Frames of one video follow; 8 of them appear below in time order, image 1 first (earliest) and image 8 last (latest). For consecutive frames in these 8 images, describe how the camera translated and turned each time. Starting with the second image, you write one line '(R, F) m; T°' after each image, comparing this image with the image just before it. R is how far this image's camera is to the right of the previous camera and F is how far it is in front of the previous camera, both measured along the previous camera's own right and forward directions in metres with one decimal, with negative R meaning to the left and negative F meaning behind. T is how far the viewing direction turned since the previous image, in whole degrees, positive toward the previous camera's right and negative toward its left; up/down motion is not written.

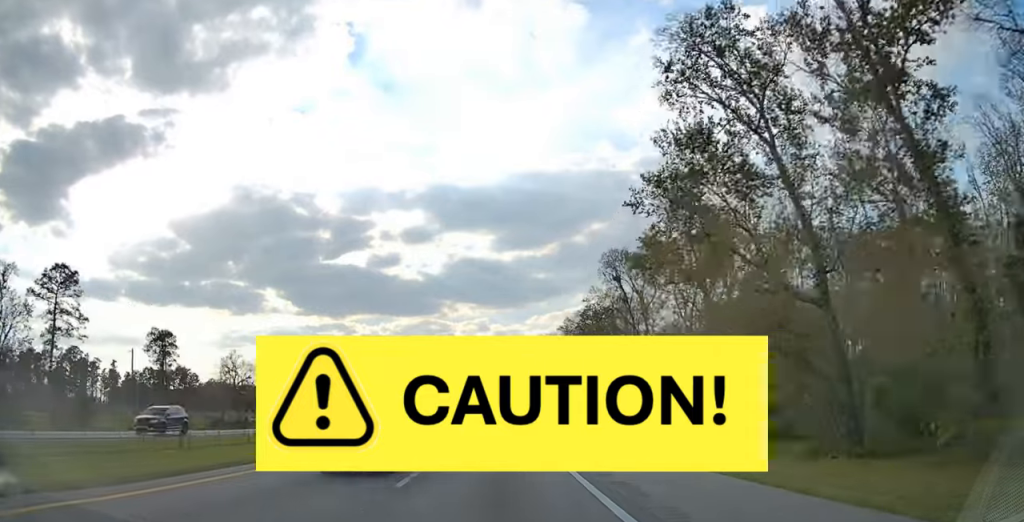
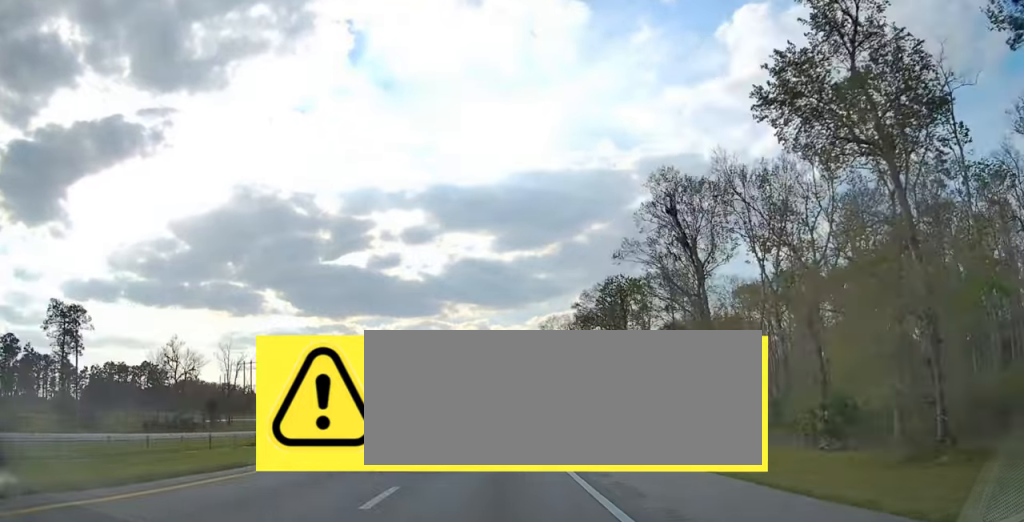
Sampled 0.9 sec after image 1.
(-0.2, +27.2) m; 0°
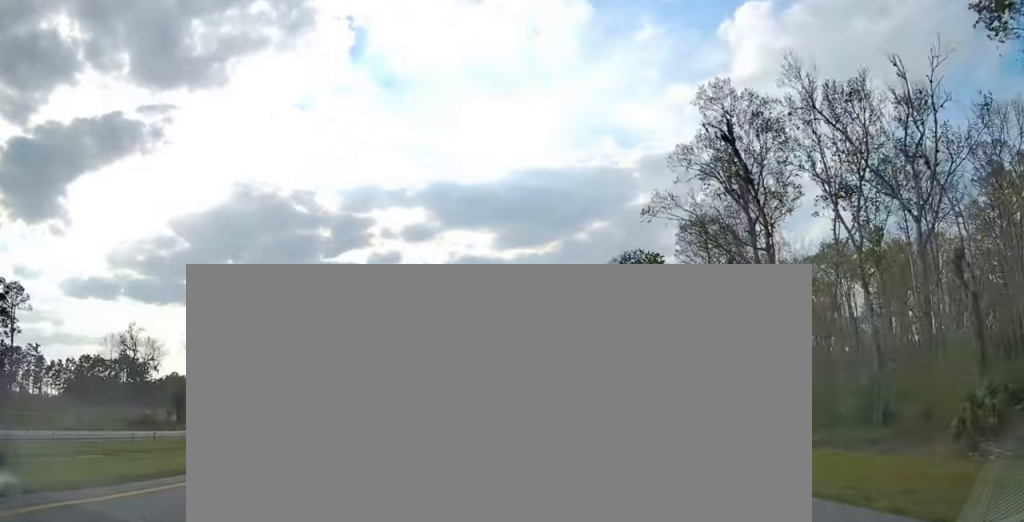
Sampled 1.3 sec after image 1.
(0.0, +14.6) m; 0°
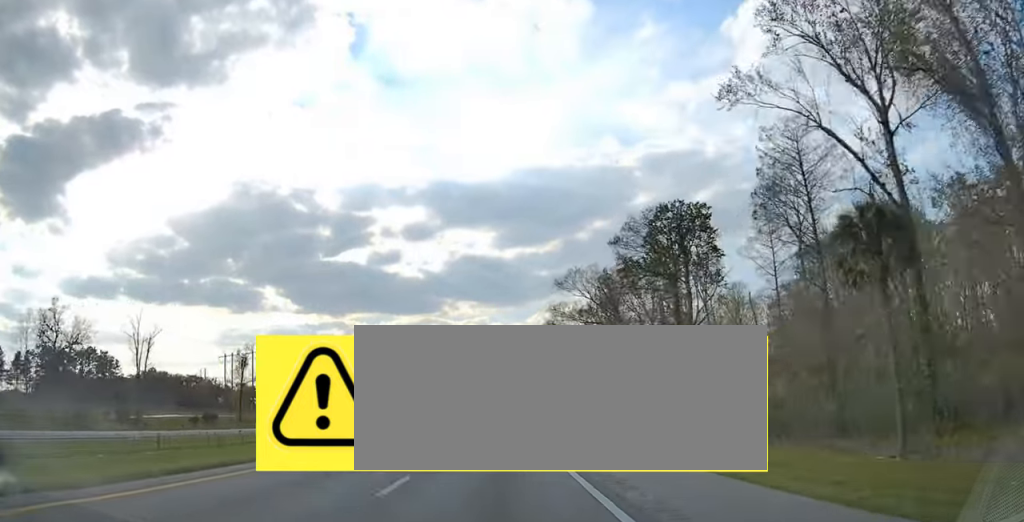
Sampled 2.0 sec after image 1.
(+0.1, +20.9) m; 0°
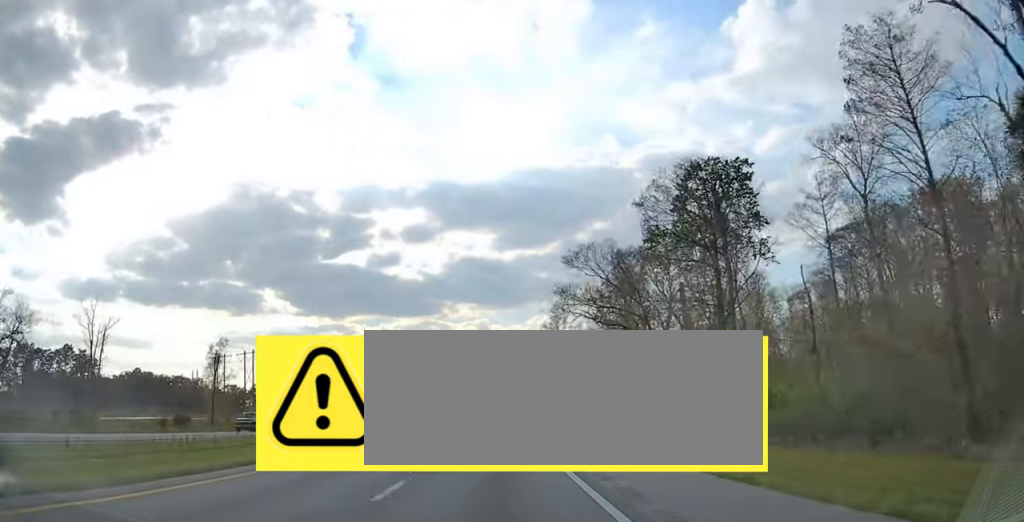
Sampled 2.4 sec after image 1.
(0.0, +12.5) m; 0°
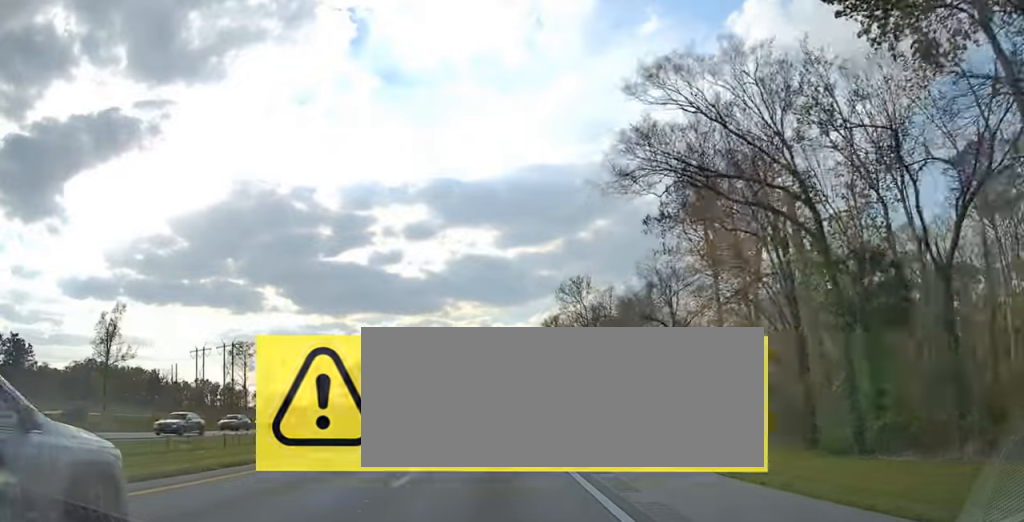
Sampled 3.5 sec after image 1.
(0.0, +35.4) m; 0°
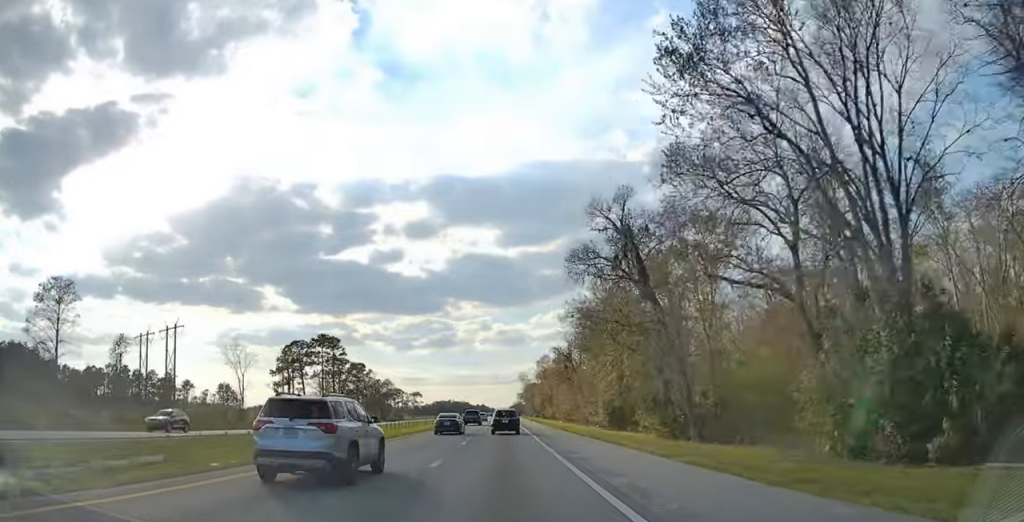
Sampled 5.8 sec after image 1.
(-0.5, +69.9) m; 0°
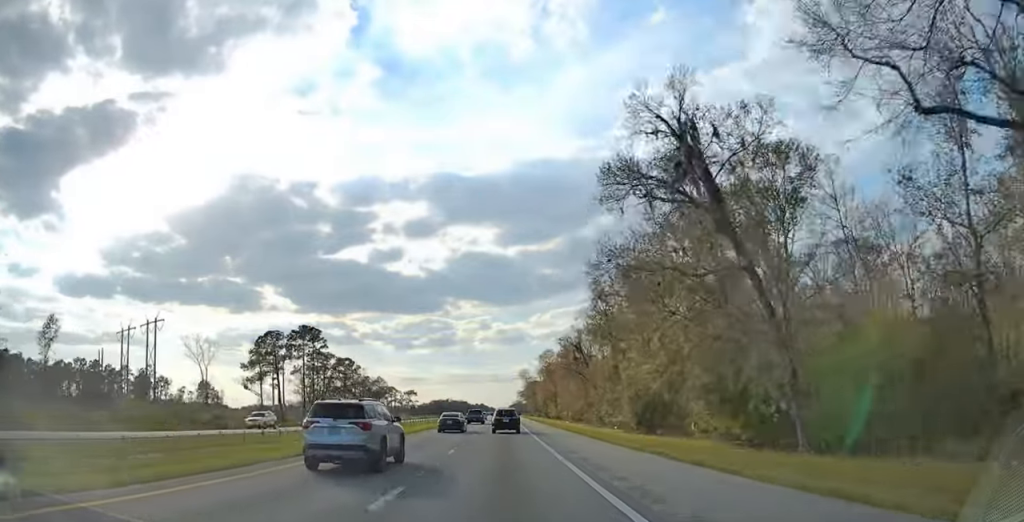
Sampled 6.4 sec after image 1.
(+0.1, +18.8) m; 0°
